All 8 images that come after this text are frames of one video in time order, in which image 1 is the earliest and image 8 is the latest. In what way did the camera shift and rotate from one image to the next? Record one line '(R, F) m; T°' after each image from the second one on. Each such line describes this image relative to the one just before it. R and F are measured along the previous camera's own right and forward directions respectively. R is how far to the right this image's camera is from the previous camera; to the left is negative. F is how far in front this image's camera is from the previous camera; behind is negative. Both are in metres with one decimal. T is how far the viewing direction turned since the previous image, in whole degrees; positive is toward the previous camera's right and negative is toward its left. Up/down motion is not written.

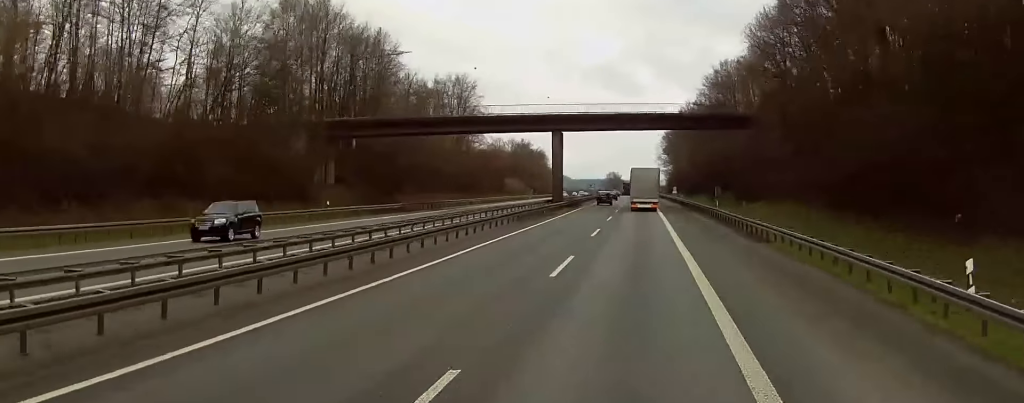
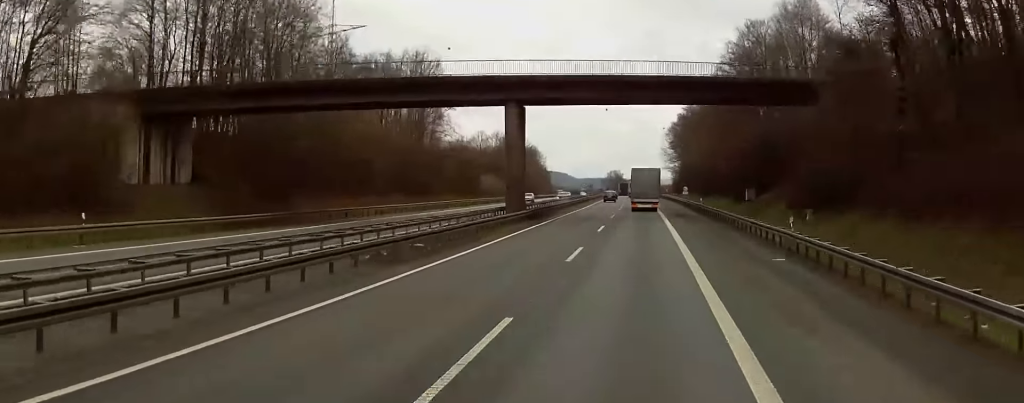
(+0.1, +31.2) m; 0°
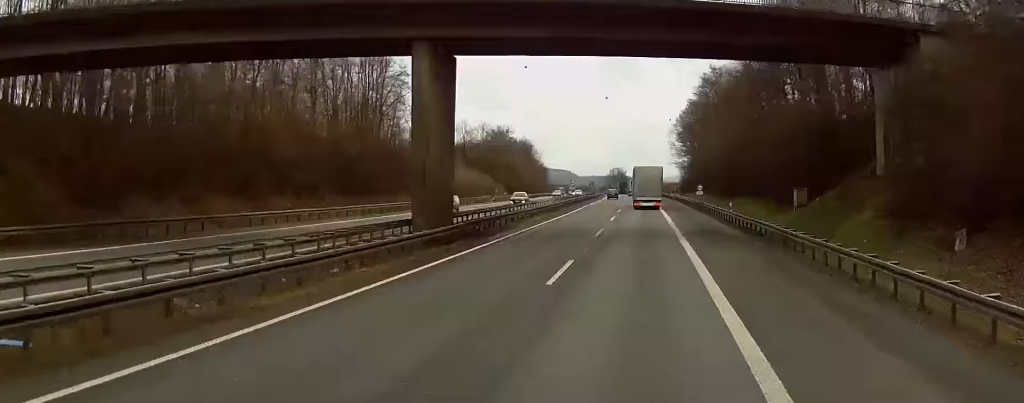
(0.0, +24.4) m; 0°
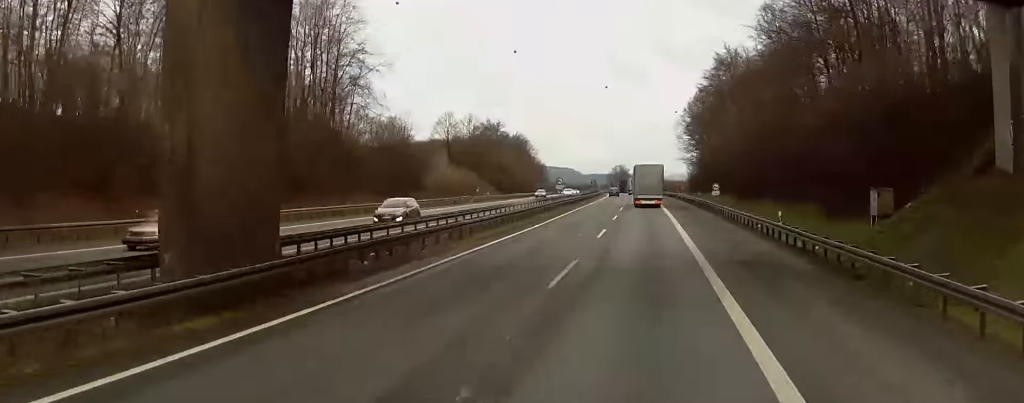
(0.0, +19.0) m; 0°
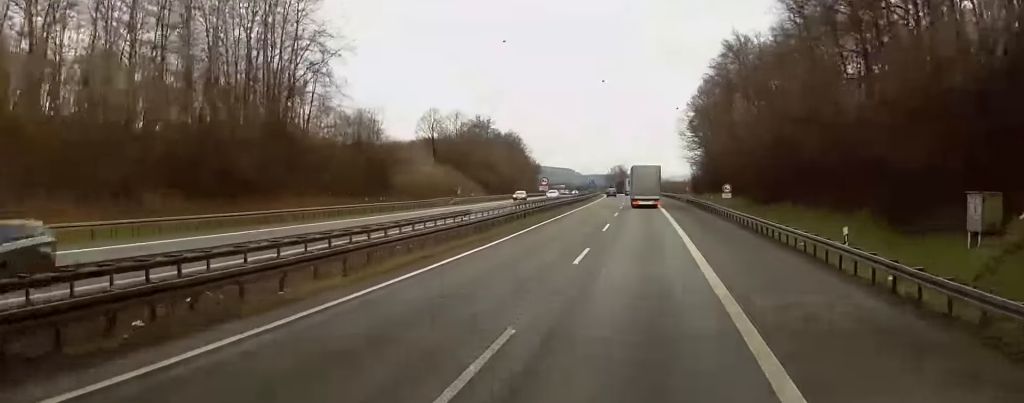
(0.0, +12.2) m; 0°
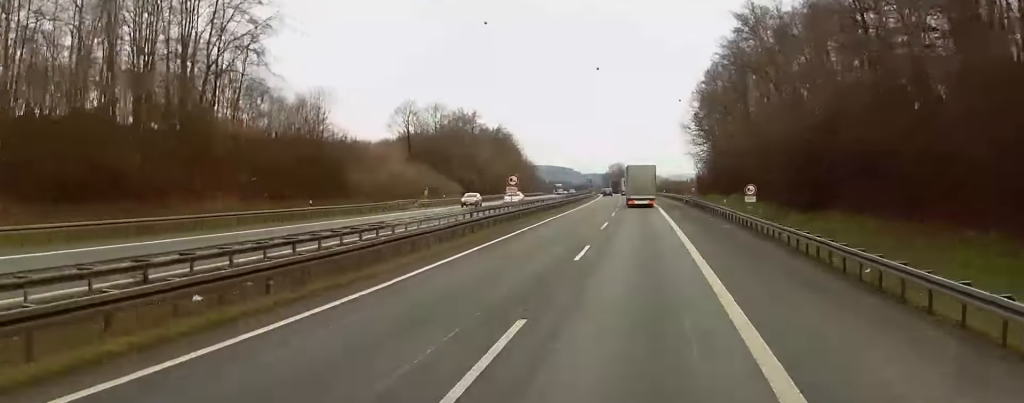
(0.0, +16.7) m; 0°
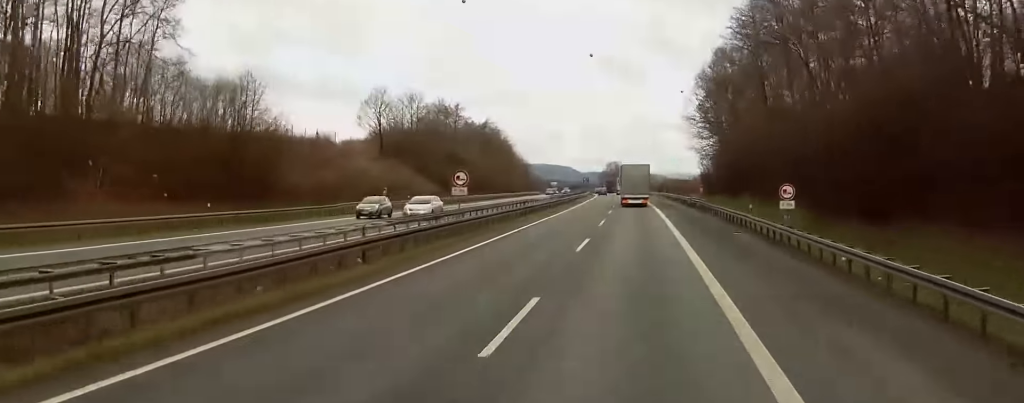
(-0.1, +15.1) m; 0°
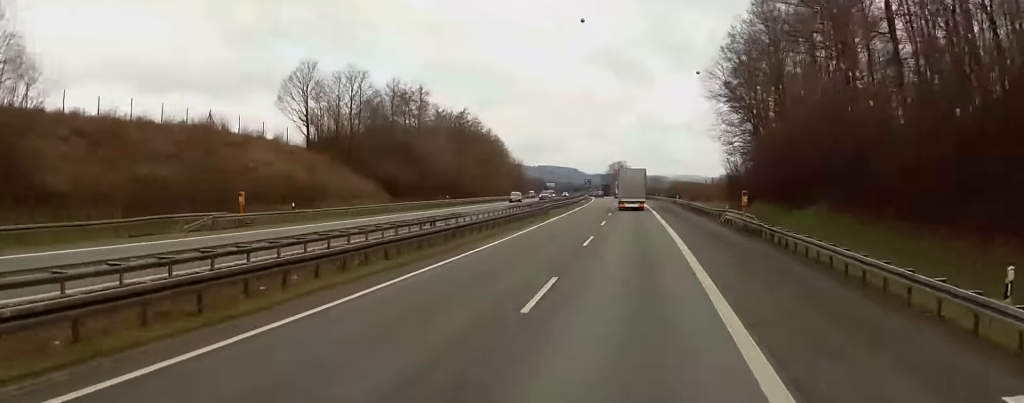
(+0.1, +31.6) m; 0°
